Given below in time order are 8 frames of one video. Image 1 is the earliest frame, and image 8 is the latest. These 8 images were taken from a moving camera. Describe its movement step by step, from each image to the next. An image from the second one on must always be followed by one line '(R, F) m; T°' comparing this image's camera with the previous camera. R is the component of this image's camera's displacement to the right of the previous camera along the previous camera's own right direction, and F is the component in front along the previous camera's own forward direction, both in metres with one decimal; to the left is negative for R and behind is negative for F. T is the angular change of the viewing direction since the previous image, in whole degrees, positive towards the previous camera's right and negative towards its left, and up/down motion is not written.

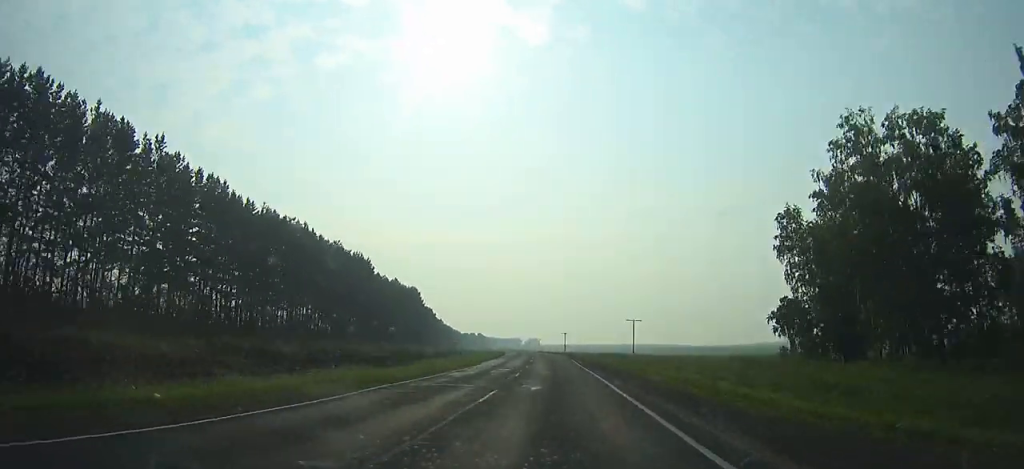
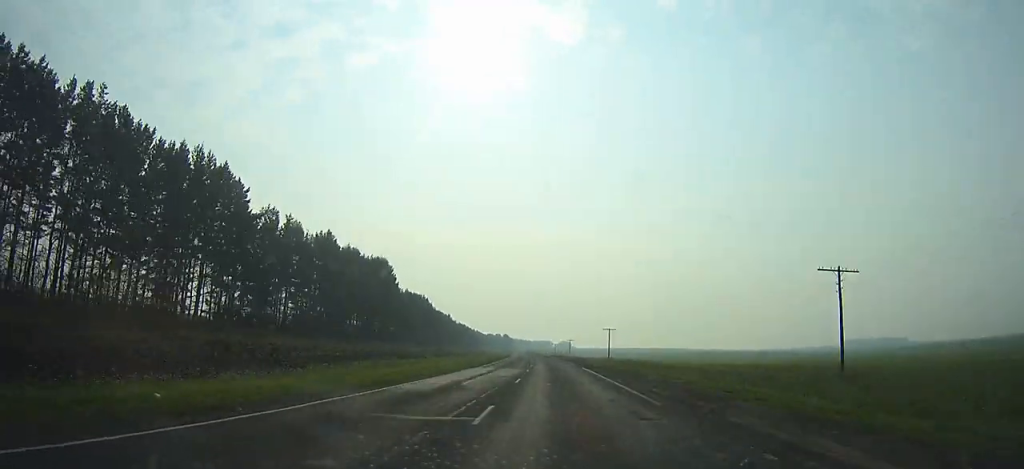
(-0.6, +63.1) m; -2°
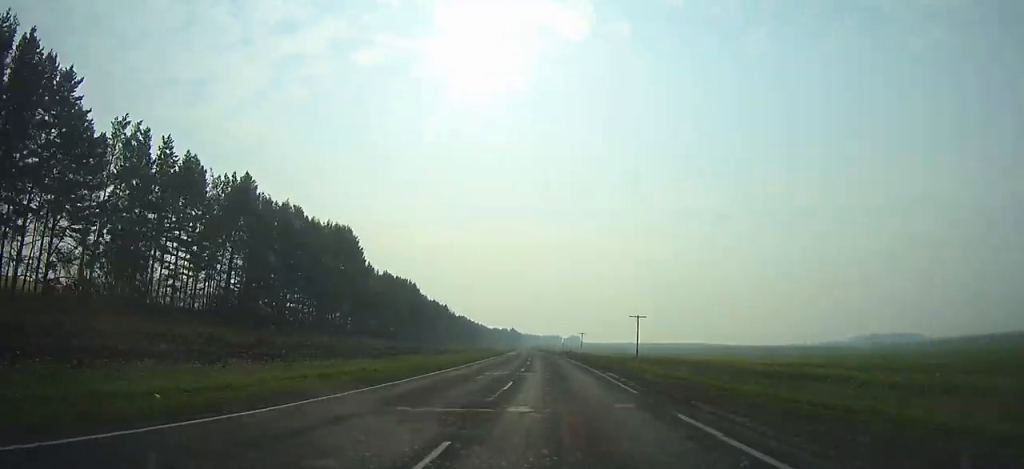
(-0.2, +28.7) m; -1°
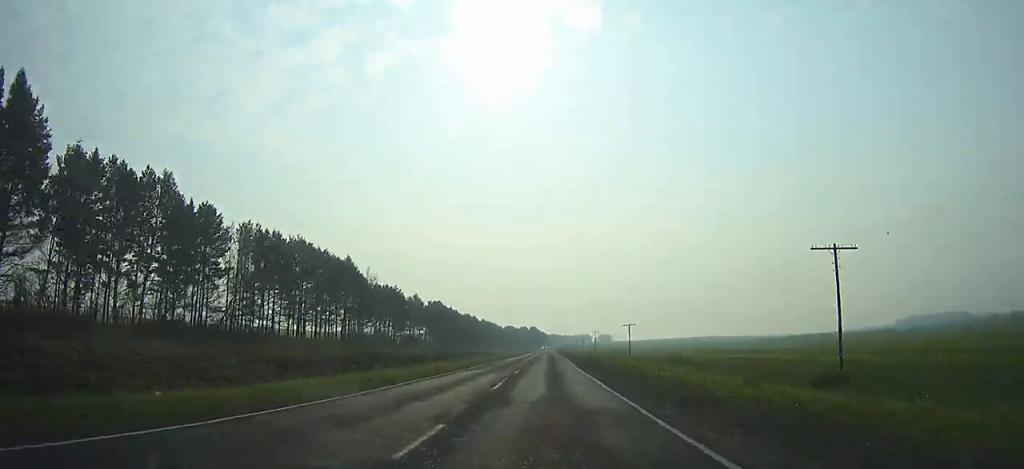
(-4.7, +134.5) m; -3°
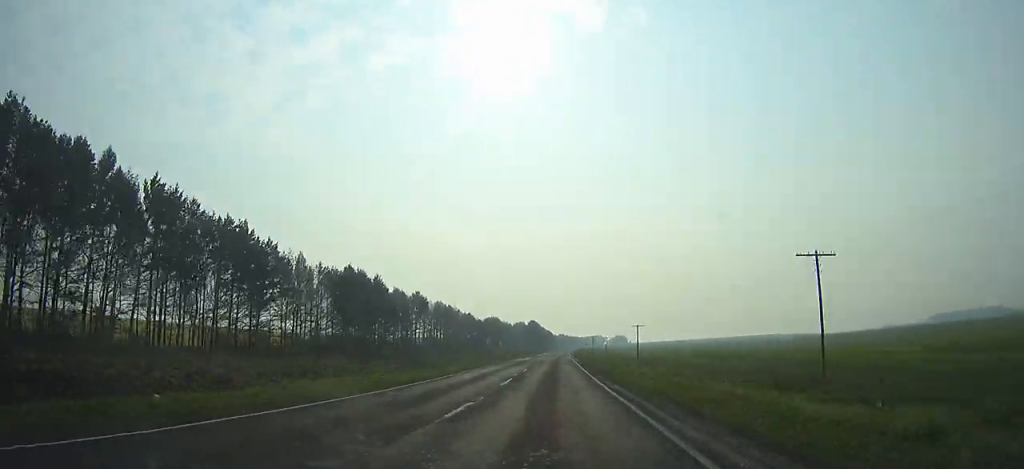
(-1.4, +159.2) m; 0°
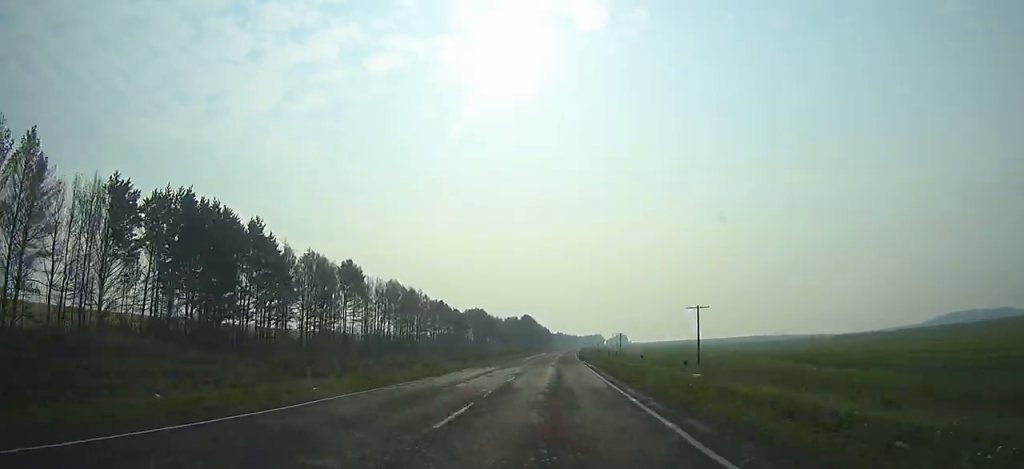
(+0.1, +49.3) m; 0°
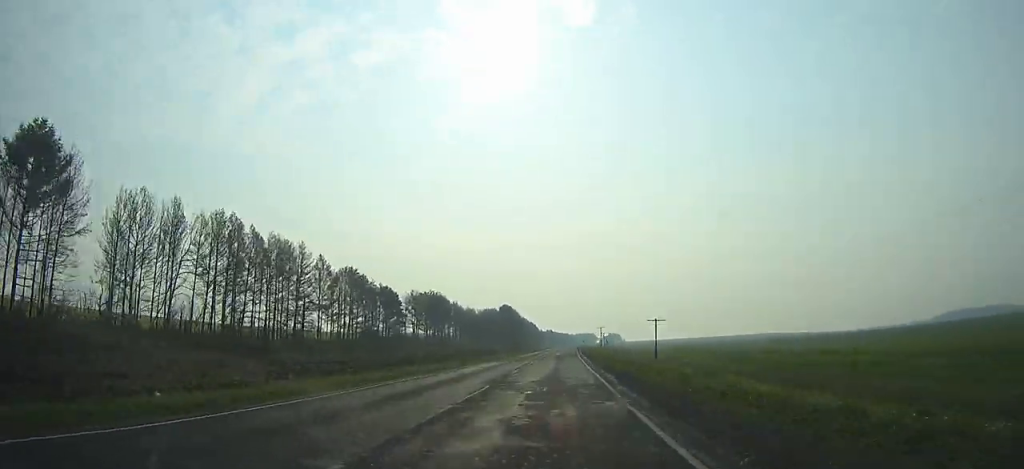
(+0.4, +63.0) m; +1°
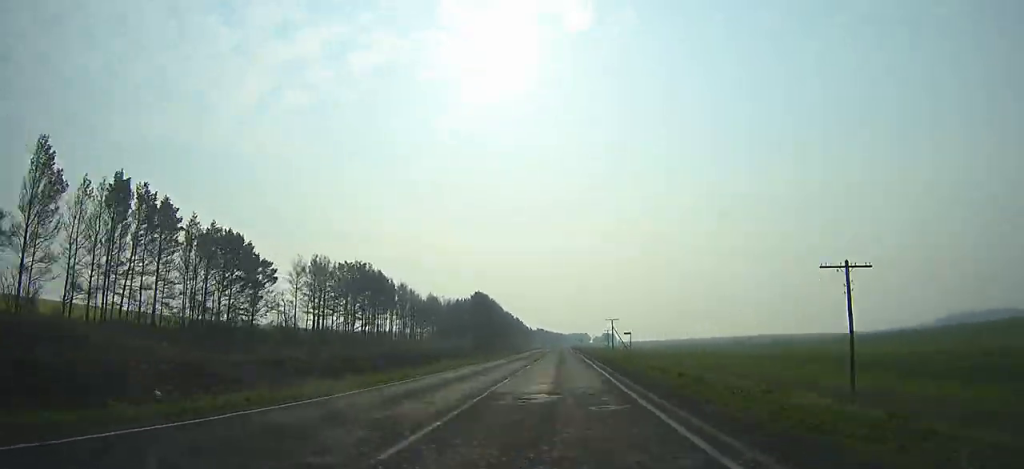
(+0.2, +52.4) m; +1°
